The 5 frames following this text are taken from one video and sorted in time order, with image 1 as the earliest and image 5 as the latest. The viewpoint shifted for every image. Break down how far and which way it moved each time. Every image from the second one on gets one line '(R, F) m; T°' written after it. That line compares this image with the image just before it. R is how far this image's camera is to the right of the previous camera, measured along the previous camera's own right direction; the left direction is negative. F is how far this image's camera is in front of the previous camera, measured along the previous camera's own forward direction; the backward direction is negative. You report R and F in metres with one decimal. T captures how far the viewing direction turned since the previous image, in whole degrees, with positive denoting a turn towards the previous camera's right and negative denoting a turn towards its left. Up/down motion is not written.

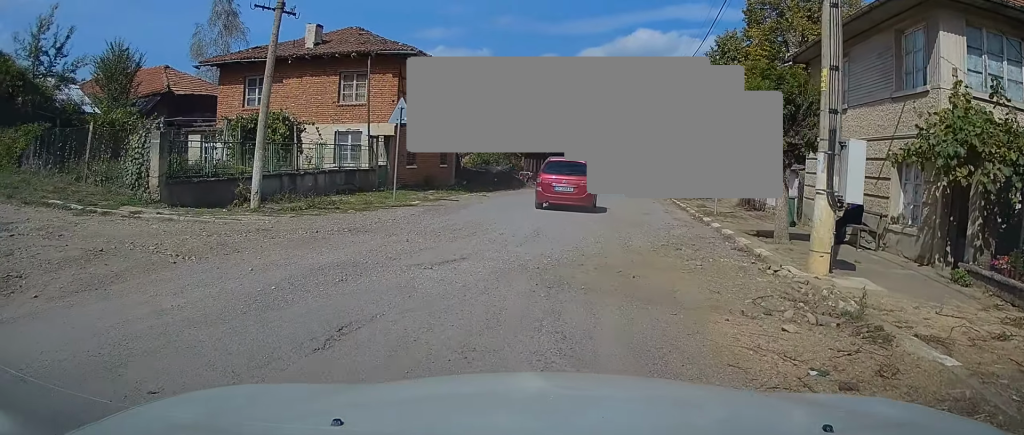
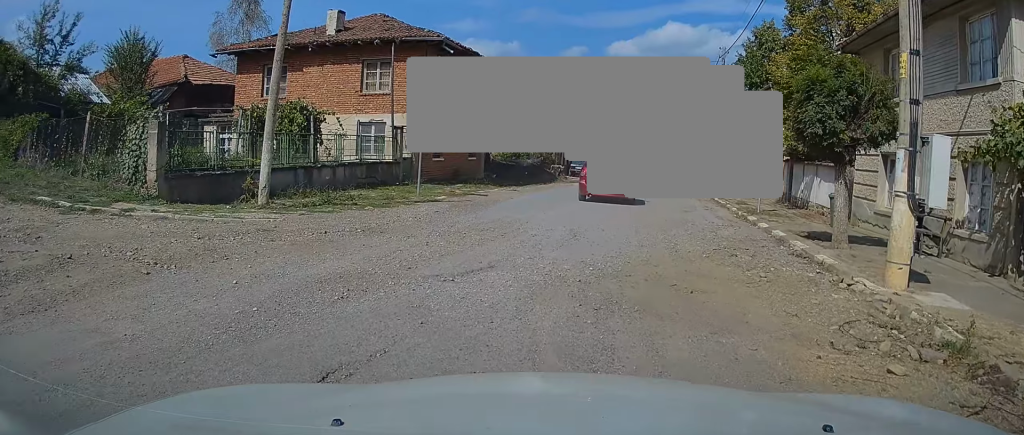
(0.0, +1.2) m; -1°
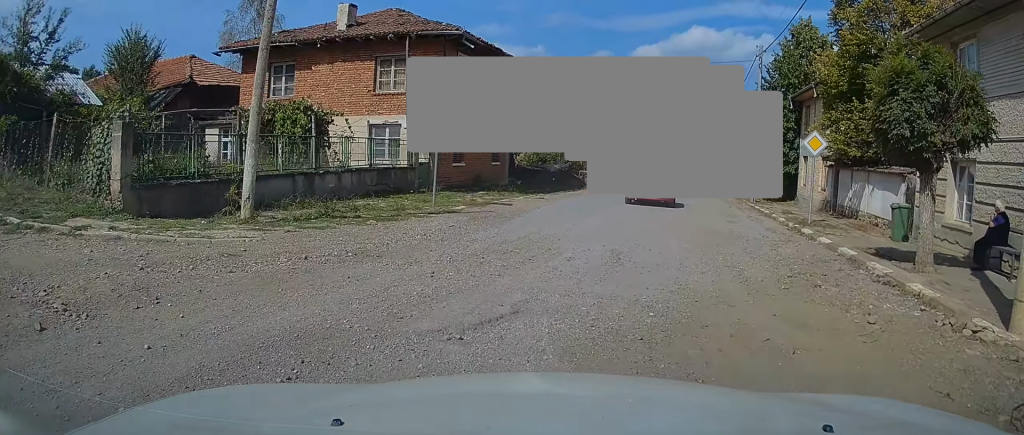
(0.0, +2.0) m; 0°
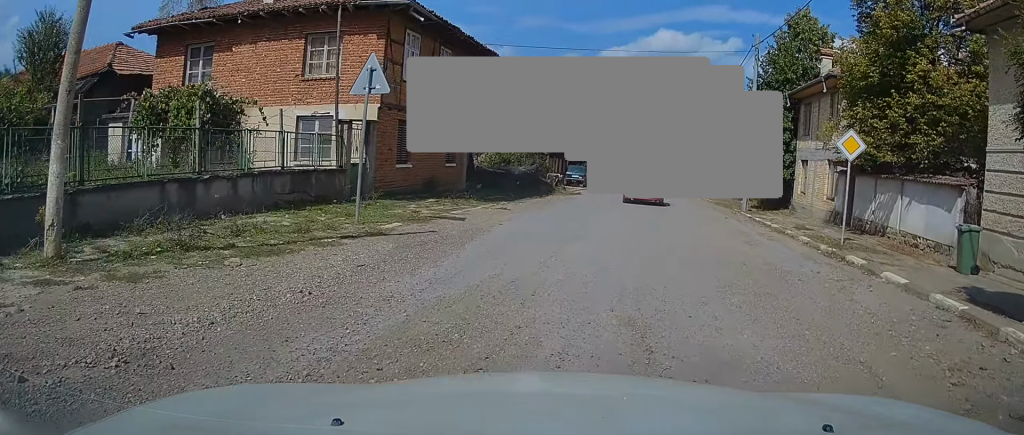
(+0.1, +4.1) m; +6°
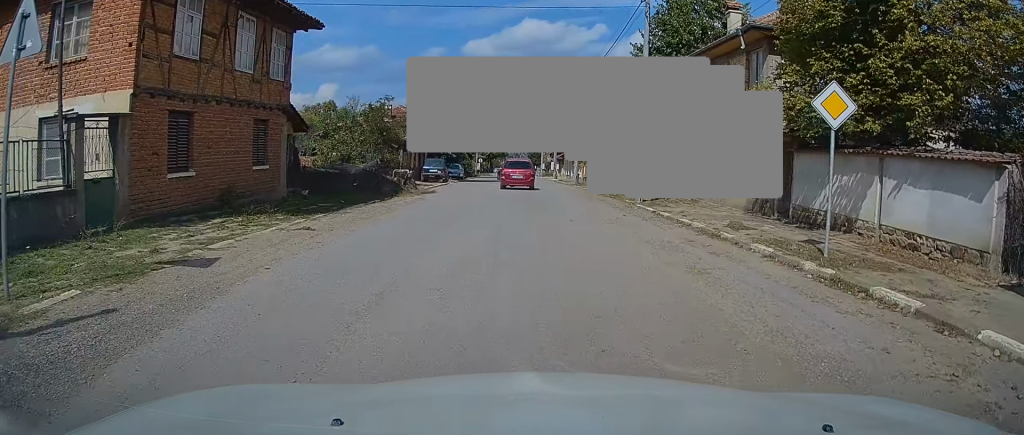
(+0.3, +5.2) m; +7°
